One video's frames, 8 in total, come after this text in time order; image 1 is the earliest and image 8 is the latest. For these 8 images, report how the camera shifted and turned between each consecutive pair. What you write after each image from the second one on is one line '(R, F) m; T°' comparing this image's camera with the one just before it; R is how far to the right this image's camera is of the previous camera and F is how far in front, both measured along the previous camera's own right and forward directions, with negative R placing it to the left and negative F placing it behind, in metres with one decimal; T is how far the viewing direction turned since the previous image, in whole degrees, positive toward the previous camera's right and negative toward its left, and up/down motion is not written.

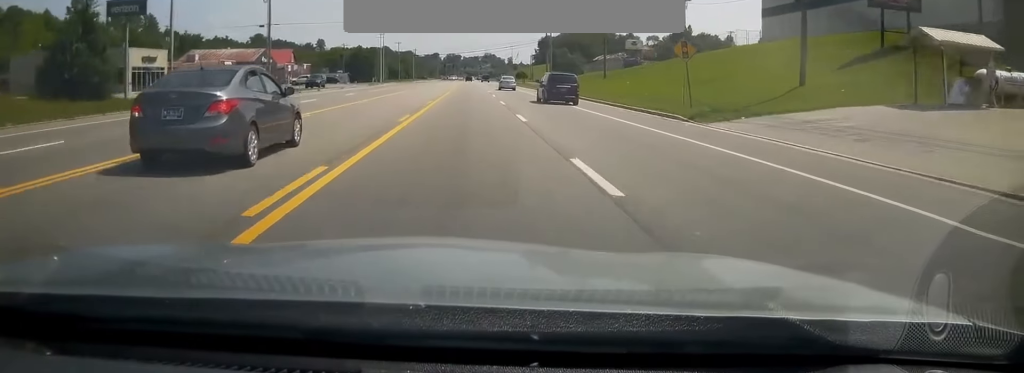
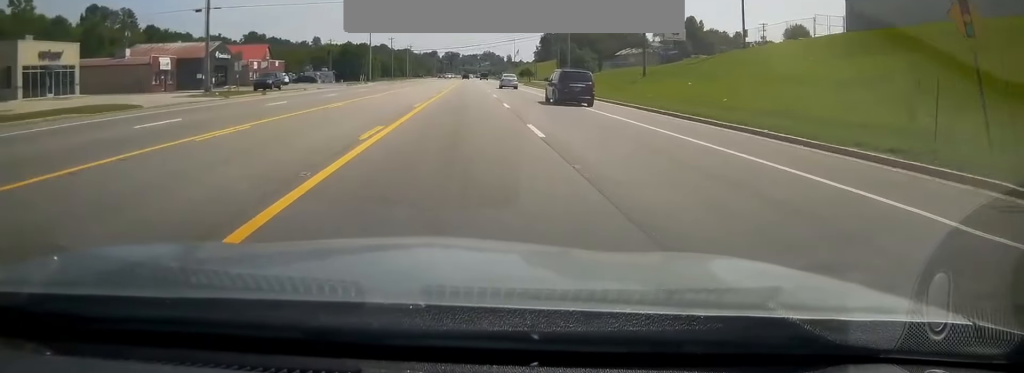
(+0.1, +18.1) m; +1°
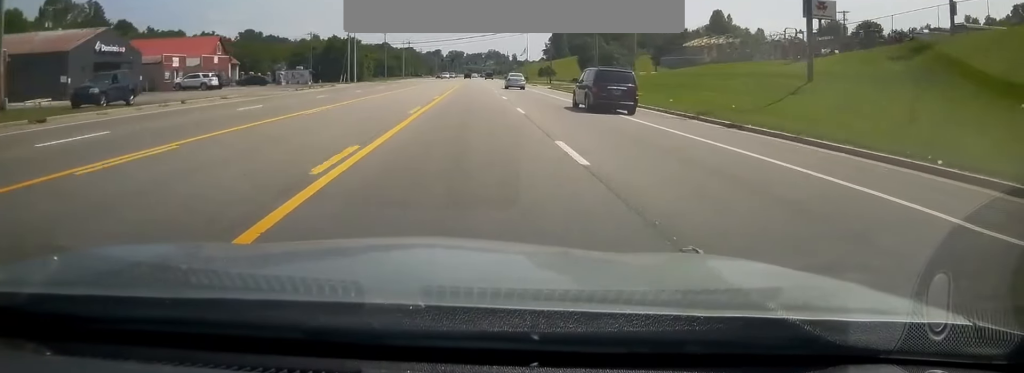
(+0.7, +29.8) m; +1°
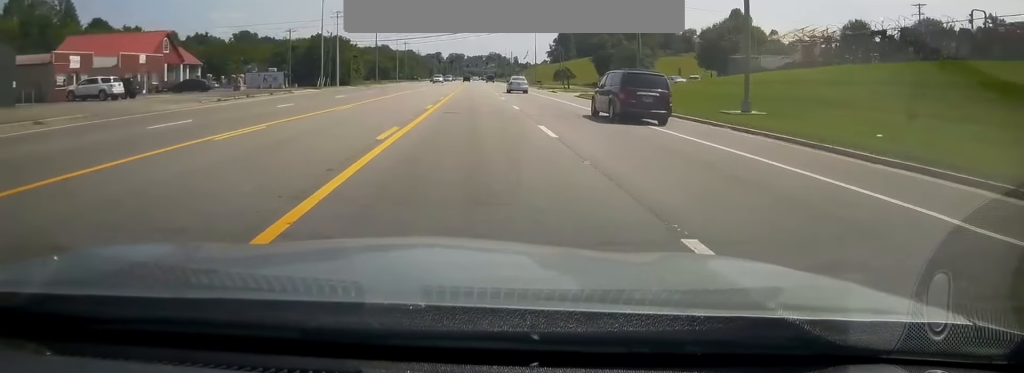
(-0.6, +20.2) m; -2°
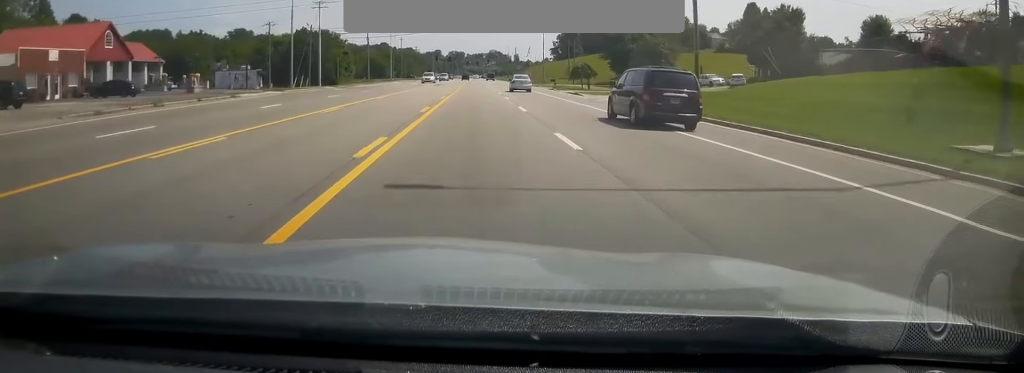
(-0.1, +15.2) m; 0°
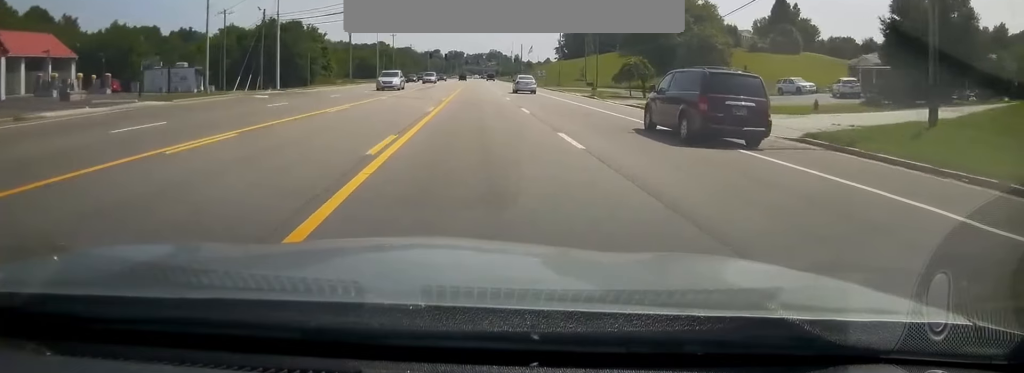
(0.0, +24.1) m; 0°
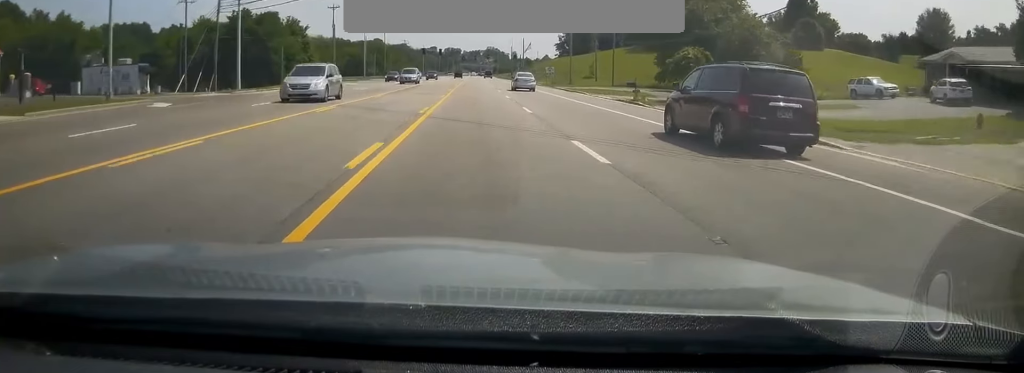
(0.0, +13.9) m; 0°
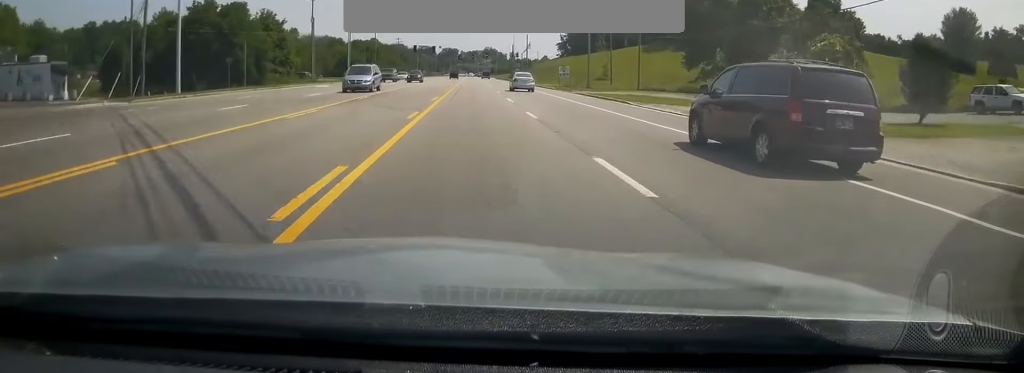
(0.0, +15.2) m; 0°
